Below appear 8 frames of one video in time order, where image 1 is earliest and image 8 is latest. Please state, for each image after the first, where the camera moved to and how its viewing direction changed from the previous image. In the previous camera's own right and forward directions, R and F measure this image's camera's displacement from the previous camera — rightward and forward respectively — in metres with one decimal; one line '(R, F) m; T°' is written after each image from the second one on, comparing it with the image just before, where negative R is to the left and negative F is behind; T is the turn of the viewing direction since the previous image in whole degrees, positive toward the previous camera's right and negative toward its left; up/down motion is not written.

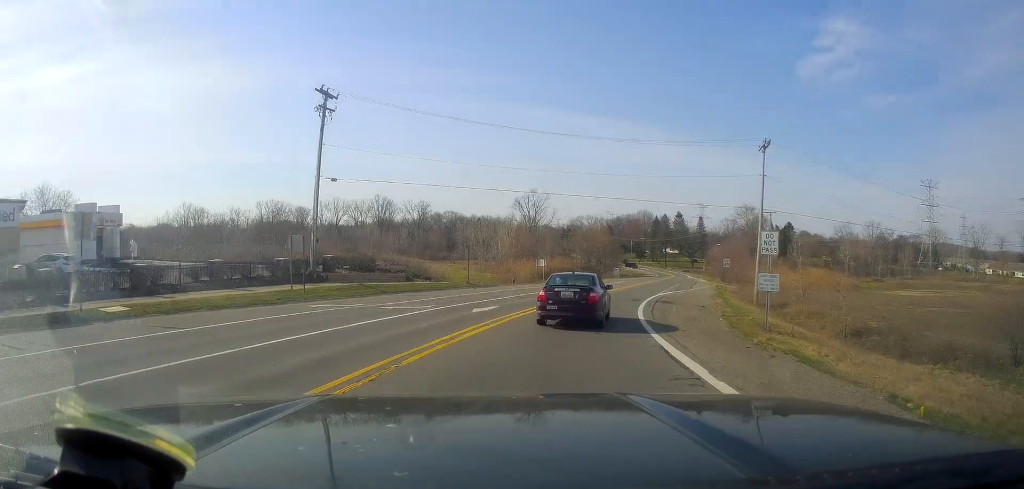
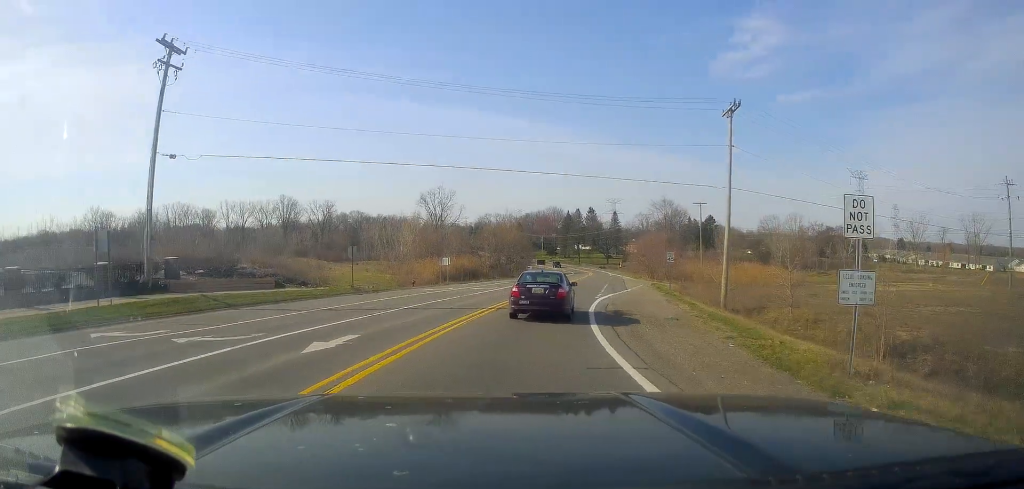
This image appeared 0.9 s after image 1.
(+0.5, +9.7) m; +5°
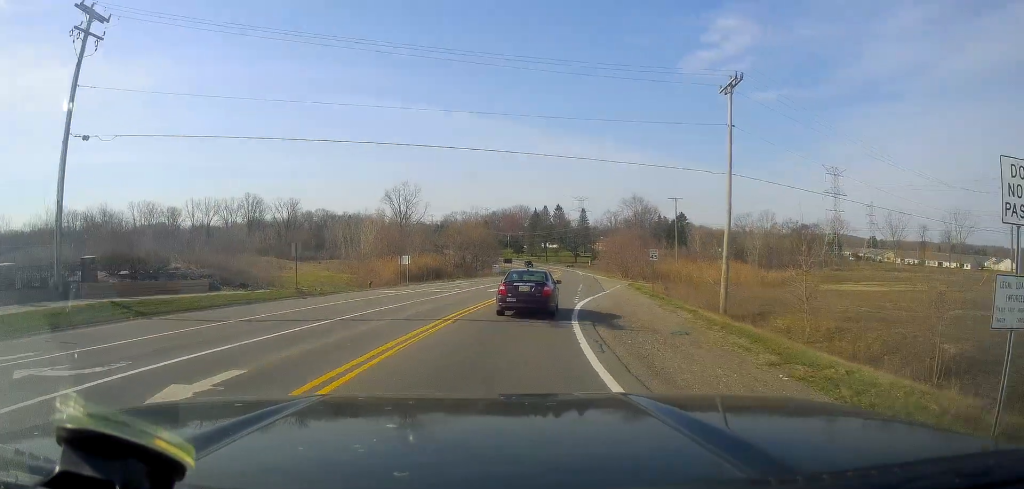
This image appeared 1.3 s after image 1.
(0.0, +4.6) m; +2°
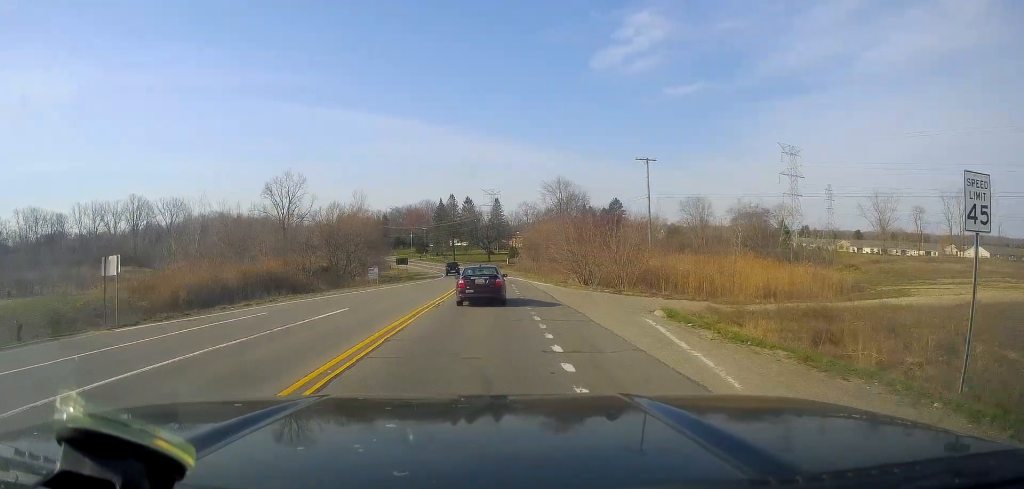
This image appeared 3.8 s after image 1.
(+3.5, +34.2) m; +12°
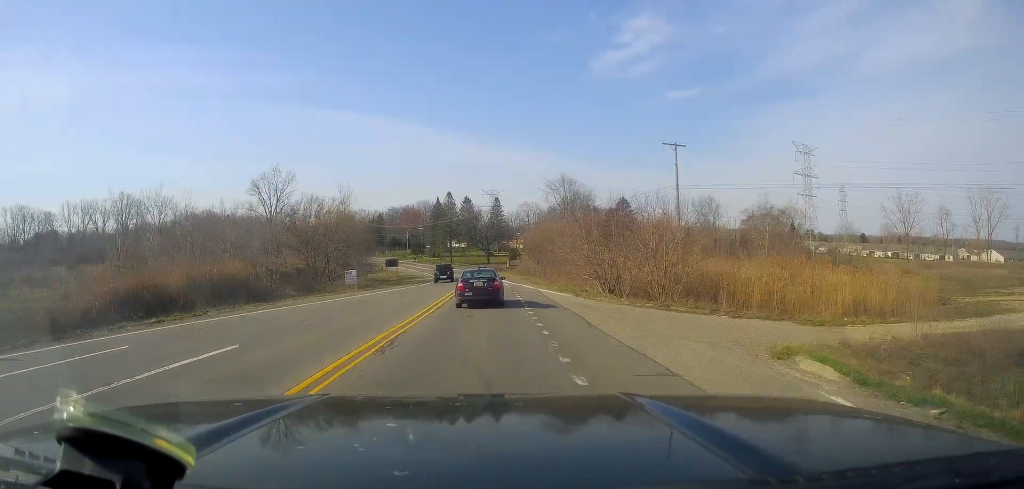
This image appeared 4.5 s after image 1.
(+0.9, +10.3) m; +1°
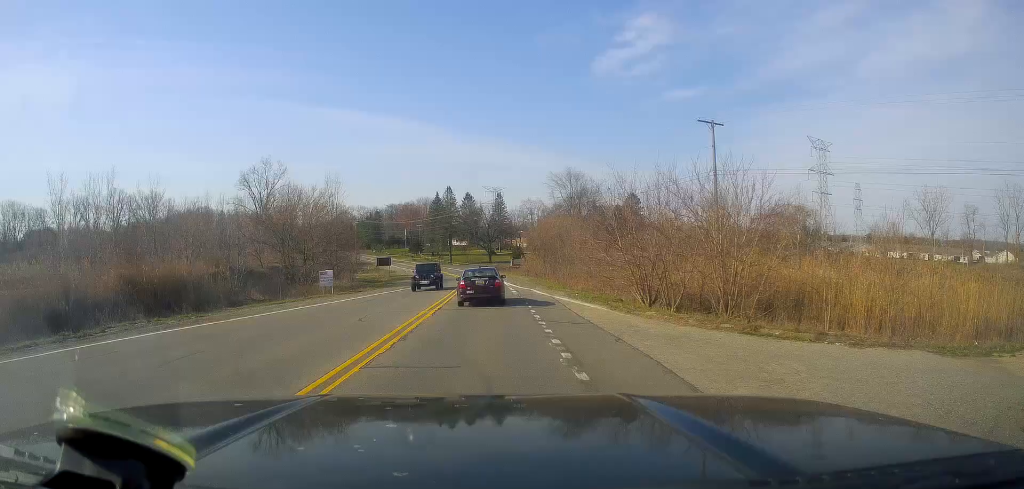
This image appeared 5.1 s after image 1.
(-0.6, +9.2) m; -2°
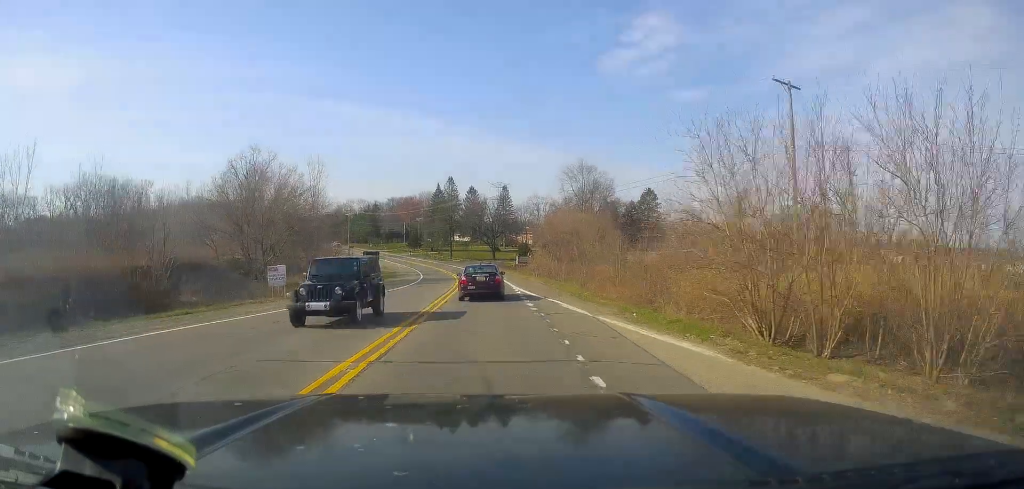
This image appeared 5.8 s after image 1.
(-0.4, +12.1) m; -1°
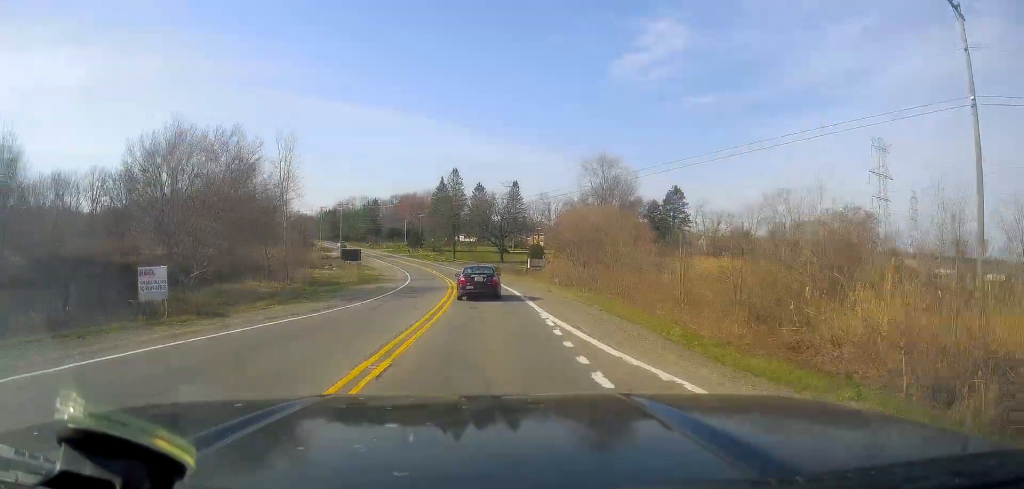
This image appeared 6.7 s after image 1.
(+0.2, +15.1) m; +1°
